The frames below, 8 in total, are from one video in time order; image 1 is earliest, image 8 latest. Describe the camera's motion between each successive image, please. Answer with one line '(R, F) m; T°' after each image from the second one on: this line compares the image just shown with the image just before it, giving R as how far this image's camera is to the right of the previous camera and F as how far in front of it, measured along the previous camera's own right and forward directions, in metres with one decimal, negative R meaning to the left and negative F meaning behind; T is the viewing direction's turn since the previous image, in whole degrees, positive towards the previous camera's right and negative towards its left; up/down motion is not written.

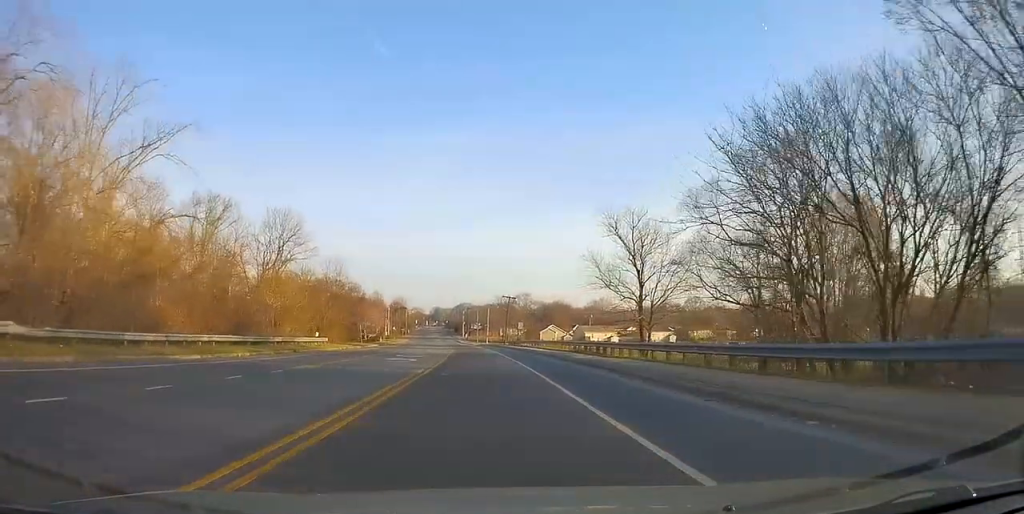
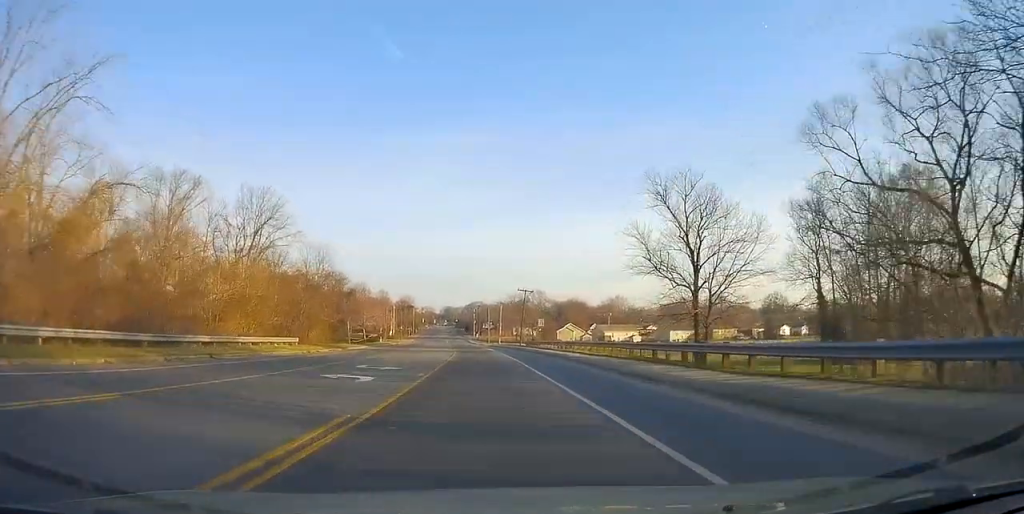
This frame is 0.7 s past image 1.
(0.0, +14.0) m; 0°
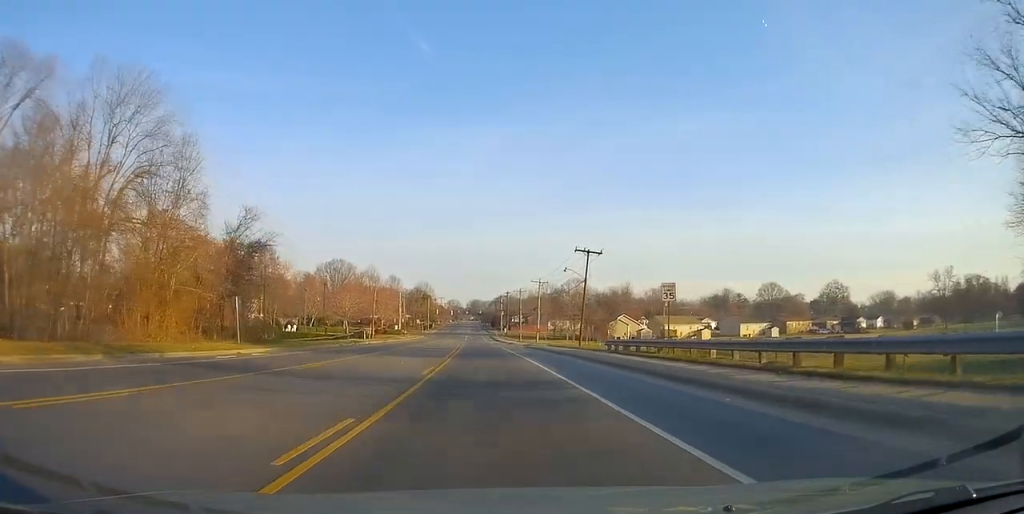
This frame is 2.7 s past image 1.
(-1.6, +37.6) m; -5°
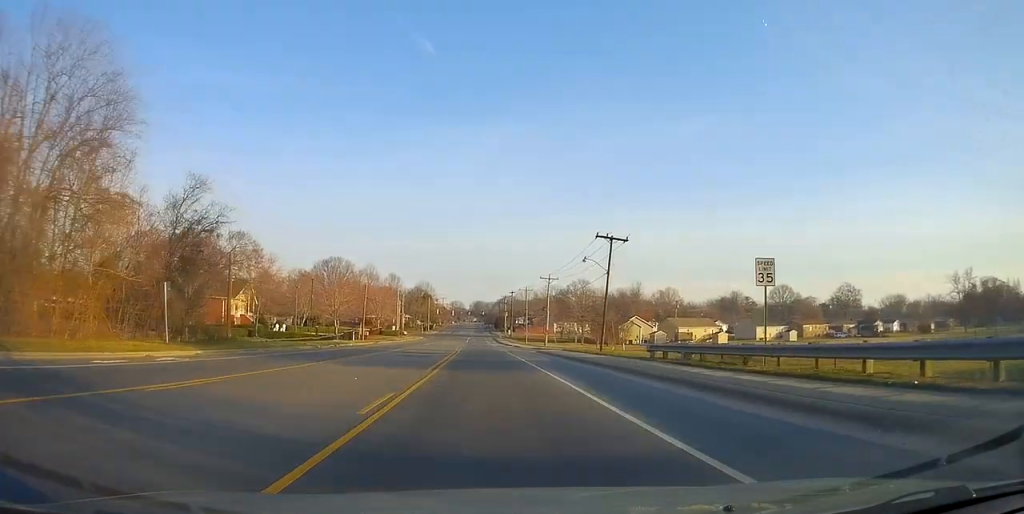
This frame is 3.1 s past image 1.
(-0.1, +8.7) m; 0°
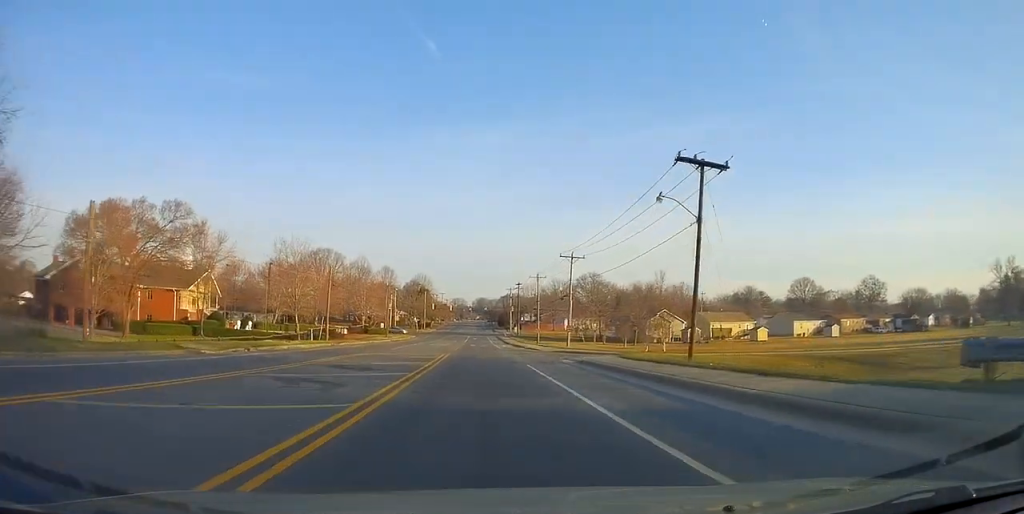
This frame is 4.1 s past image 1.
(+0.1, +19.3) m; +1°
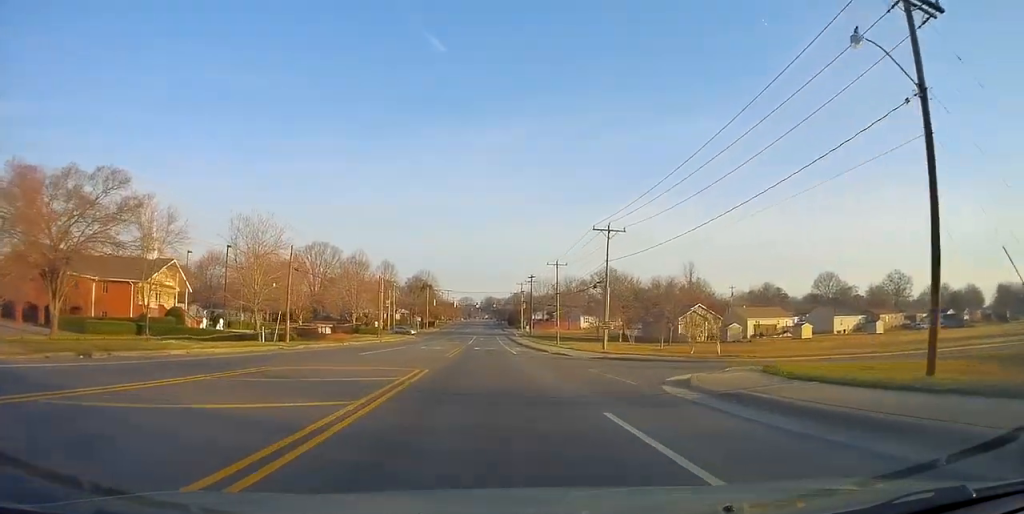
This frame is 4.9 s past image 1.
(+0.3, +14.7) m; 0°
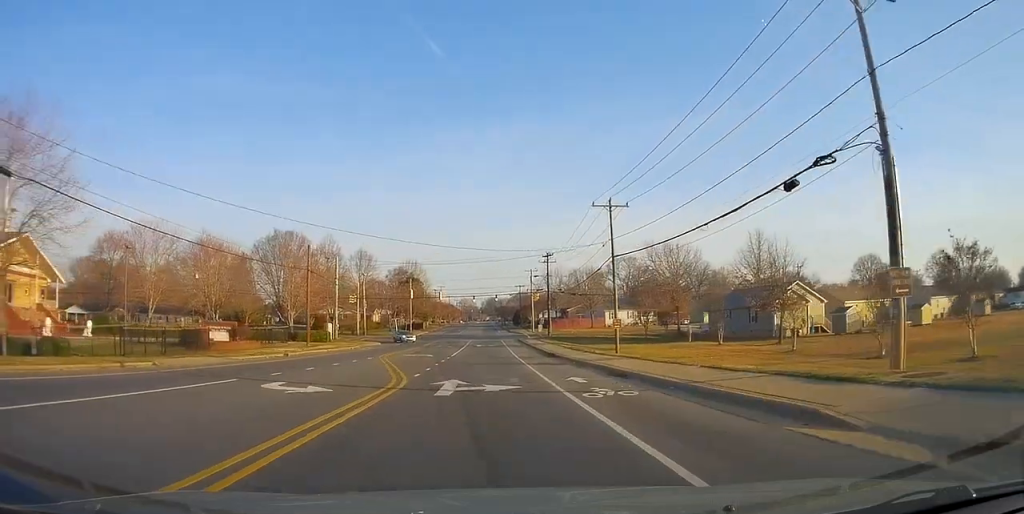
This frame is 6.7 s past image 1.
(0.0, +32.1) m; -1°
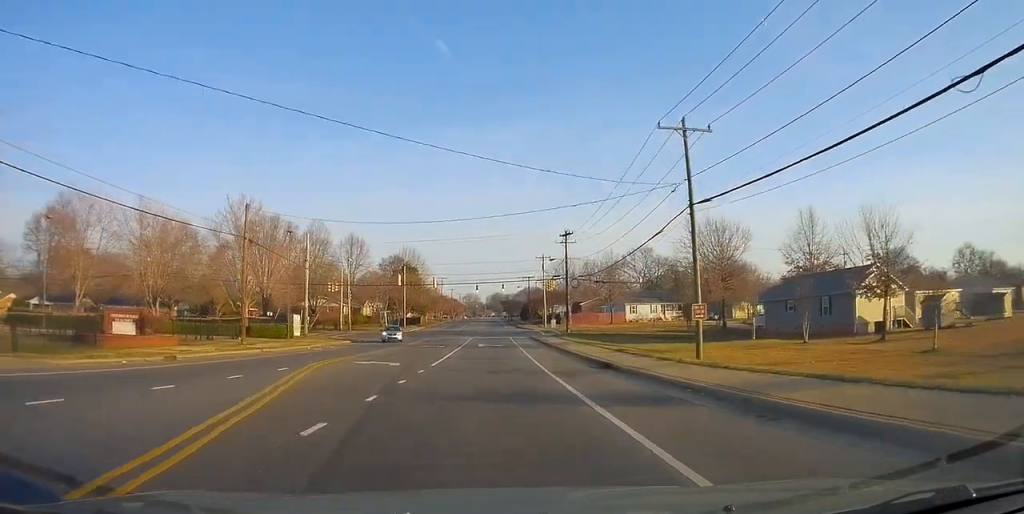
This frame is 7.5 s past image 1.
(-0.5, +14.4) m; -2°
